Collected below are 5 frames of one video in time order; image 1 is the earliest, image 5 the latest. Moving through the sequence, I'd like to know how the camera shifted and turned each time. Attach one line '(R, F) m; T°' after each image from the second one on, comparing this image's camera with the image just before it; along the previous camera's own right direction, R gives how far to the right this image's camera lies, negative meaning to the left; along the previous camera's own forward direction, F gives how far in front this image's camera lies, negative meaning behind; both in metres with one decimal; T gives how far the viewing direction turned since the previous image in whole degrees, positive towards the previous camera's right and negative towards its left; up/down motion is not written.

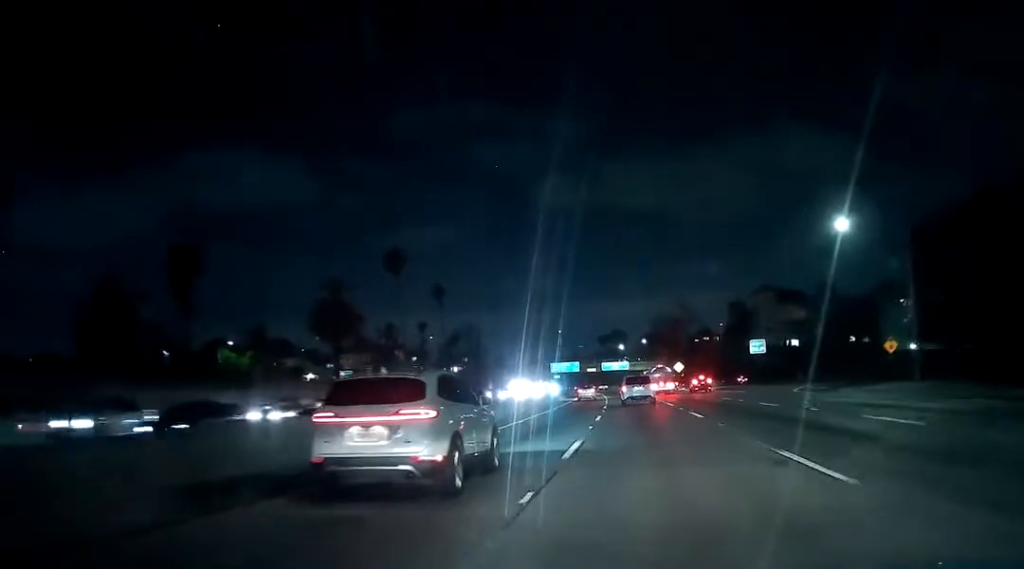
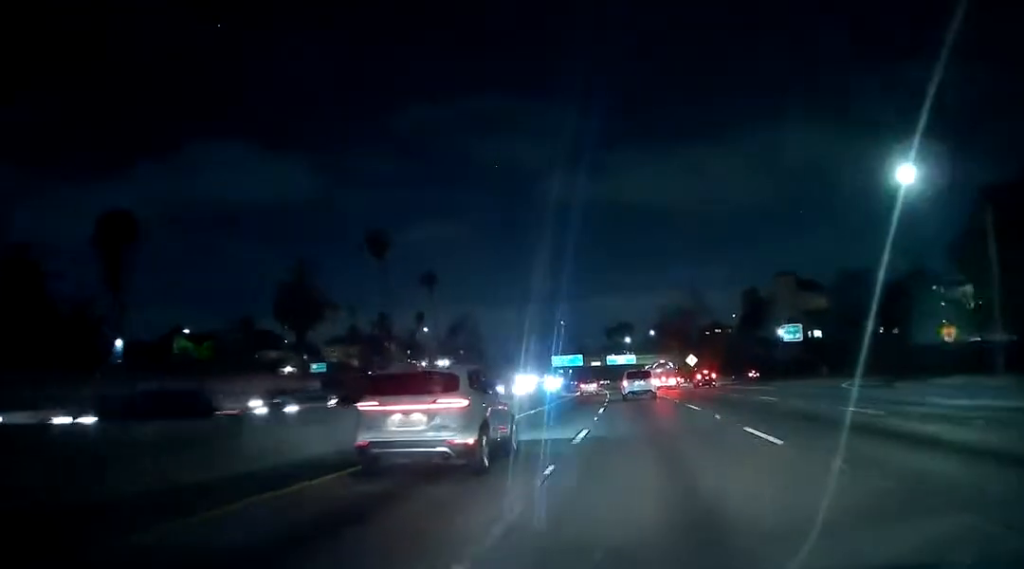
(-0.3, +13.4) m; -1°
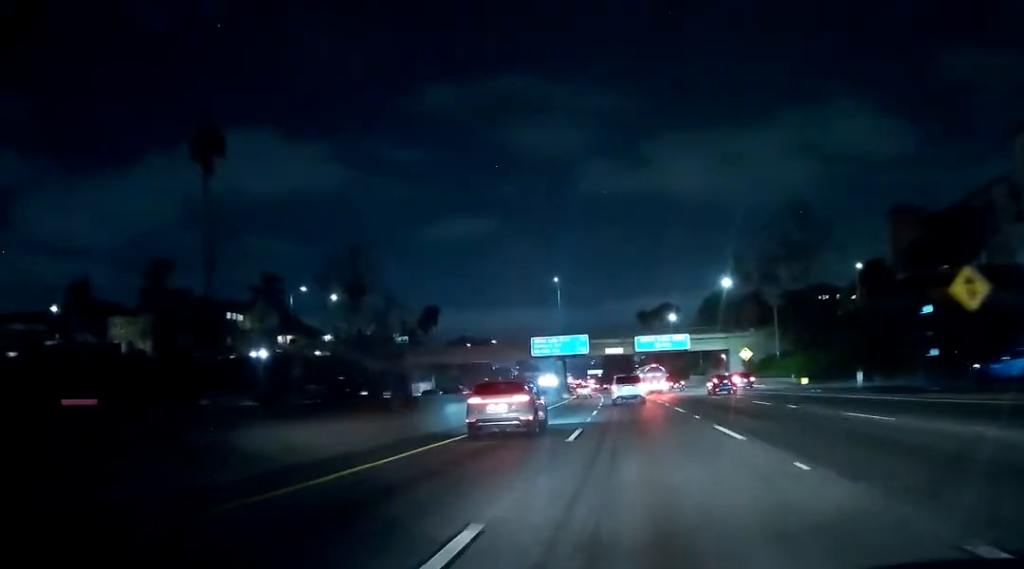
(-2.1, +86.3) m; -3°
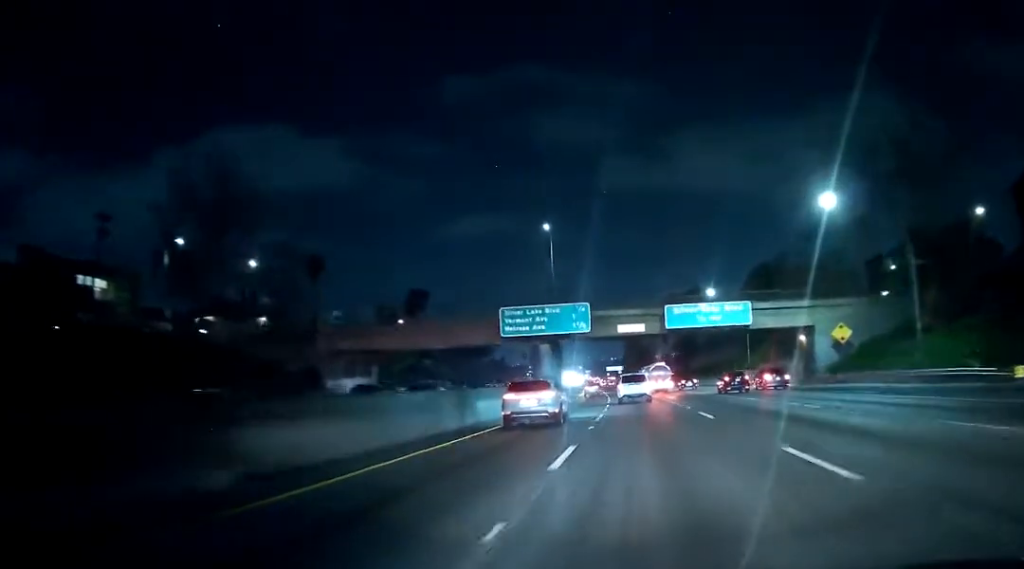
(-0.7, +35.5) m; -2°
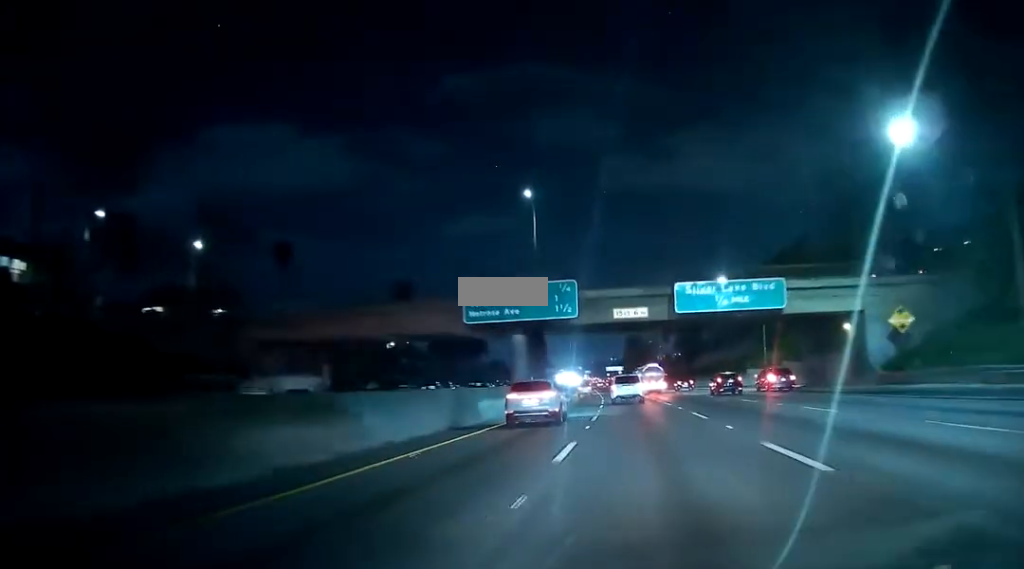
(-0.3, +14.1) m; 0°
